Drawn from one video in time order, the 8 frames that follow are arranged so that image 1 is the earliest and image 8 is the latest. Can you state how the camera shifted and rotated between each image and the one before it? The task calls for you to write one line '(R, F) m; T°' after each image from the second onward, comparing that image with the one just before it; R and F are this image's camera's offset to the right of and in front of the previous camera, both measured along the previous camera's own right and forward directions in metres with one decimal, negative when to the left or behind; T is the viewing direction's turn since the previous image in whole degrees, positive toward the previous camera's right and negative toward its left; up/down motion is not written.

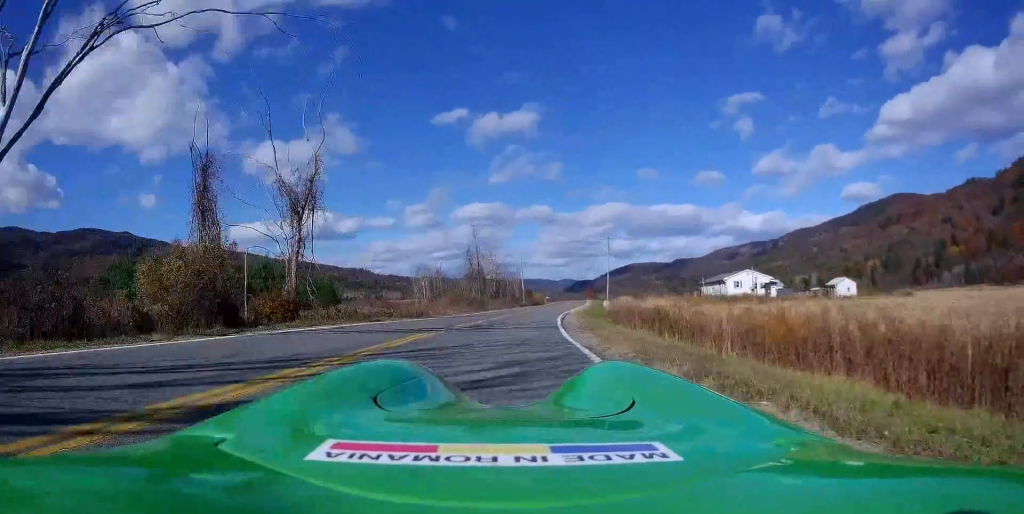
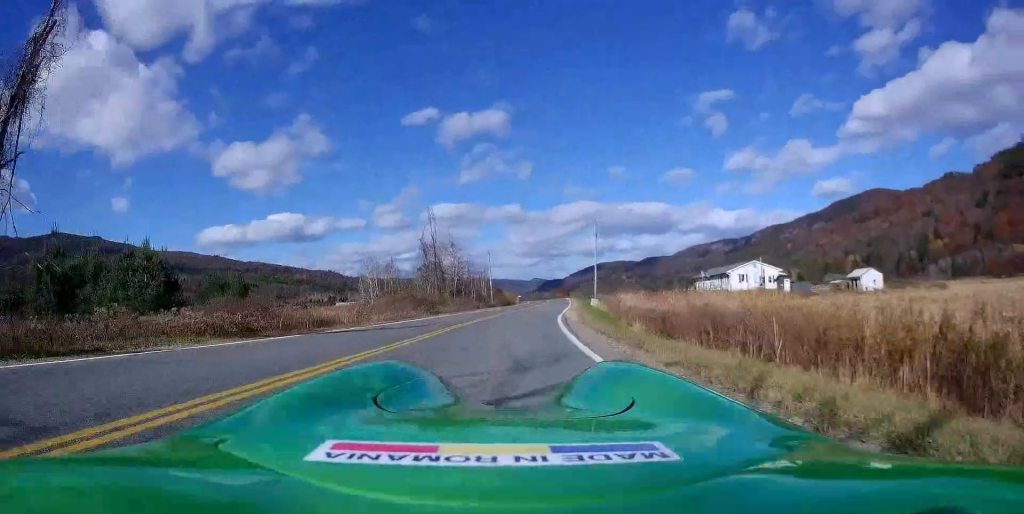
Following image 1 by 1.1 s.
(+0.4, +17.1) m; +5°
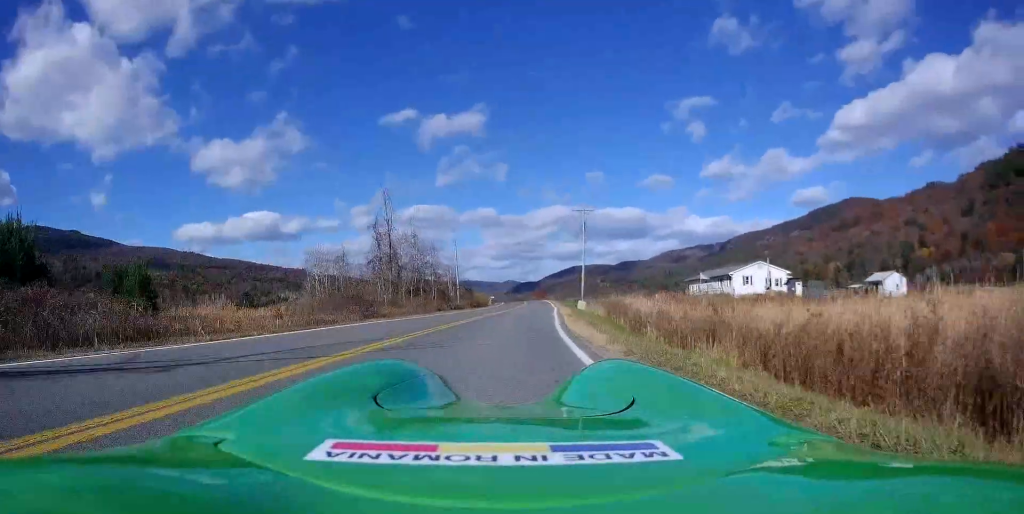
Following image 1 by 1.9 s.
(+0.5, +12.0) m; +4°
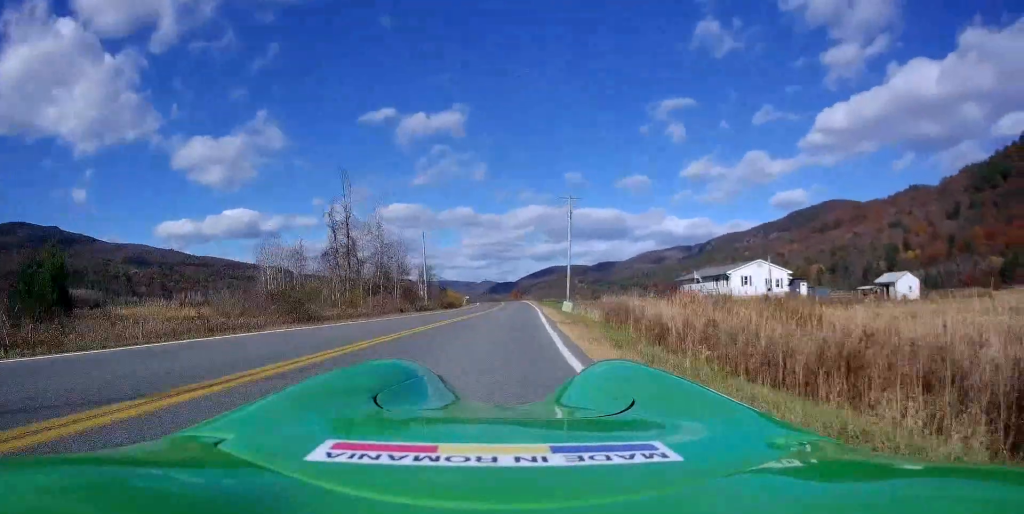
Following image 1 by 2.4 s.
(+0.3, +7.6) m; +2°
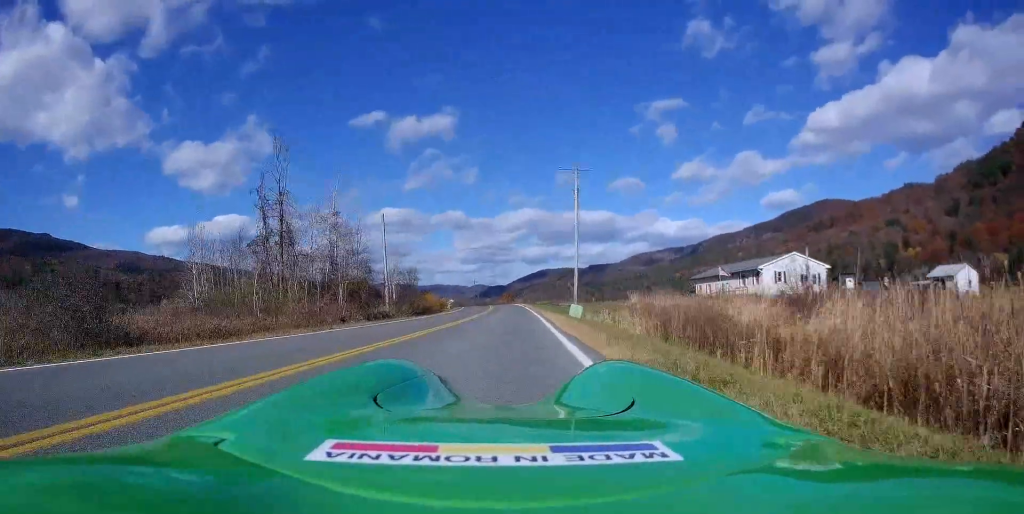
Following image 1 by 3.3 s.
(0.0, +13.0) m; 0°
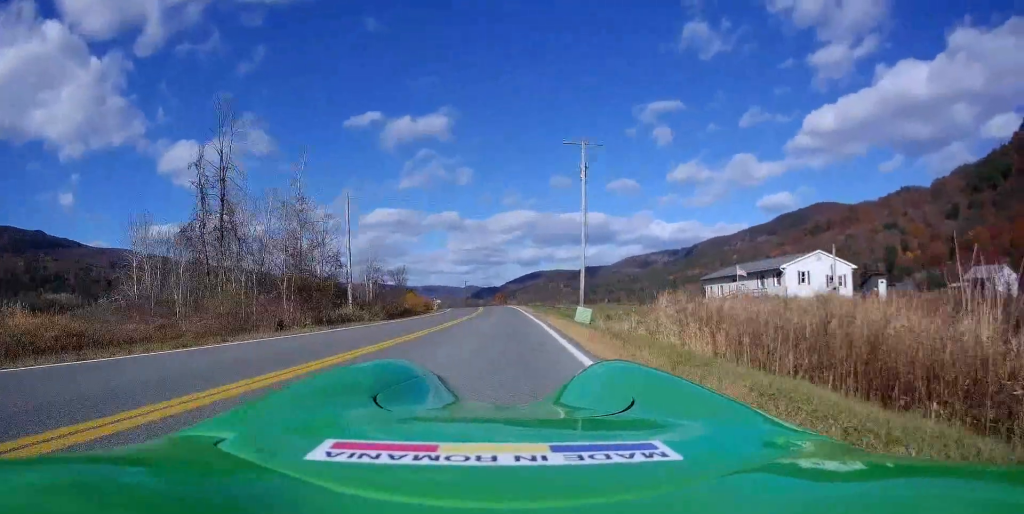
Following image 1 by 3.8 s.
(0.0, +7.4) m; 0°
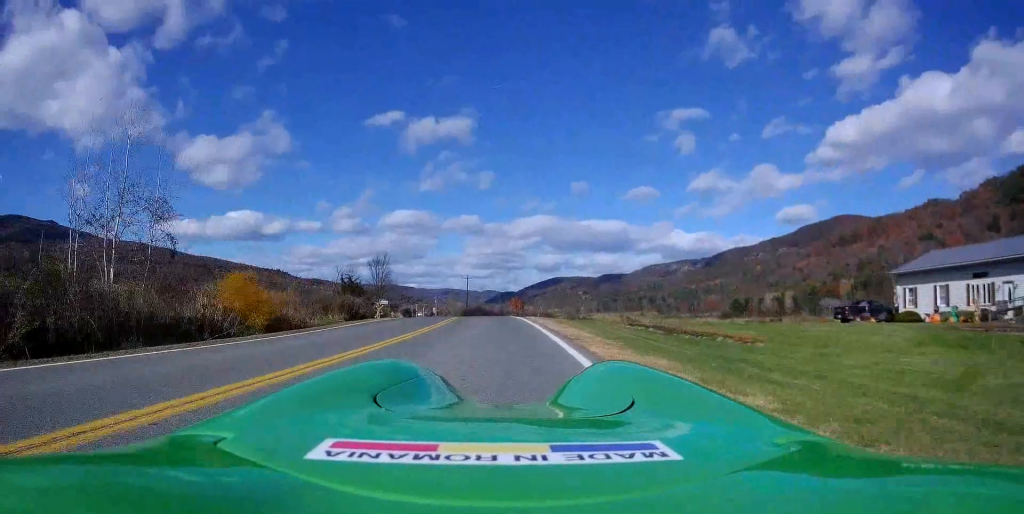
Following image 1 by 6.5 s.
(+0.5, +39.8) m; -1°
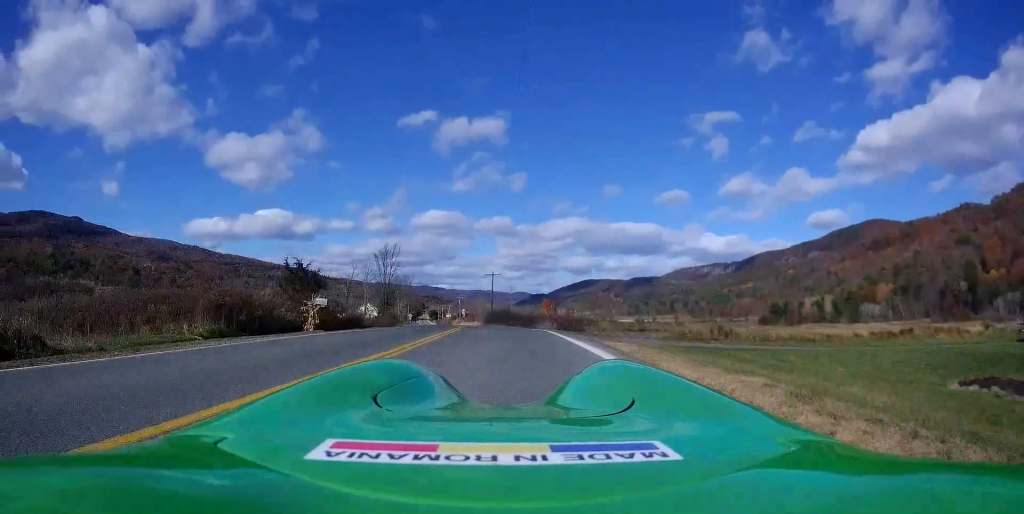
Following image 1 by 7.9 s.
(-0.3, +18.6) m; -3°
